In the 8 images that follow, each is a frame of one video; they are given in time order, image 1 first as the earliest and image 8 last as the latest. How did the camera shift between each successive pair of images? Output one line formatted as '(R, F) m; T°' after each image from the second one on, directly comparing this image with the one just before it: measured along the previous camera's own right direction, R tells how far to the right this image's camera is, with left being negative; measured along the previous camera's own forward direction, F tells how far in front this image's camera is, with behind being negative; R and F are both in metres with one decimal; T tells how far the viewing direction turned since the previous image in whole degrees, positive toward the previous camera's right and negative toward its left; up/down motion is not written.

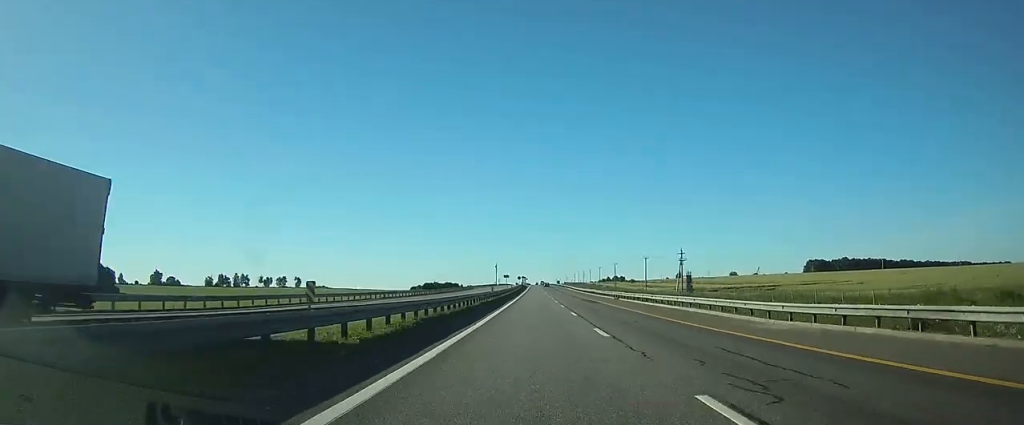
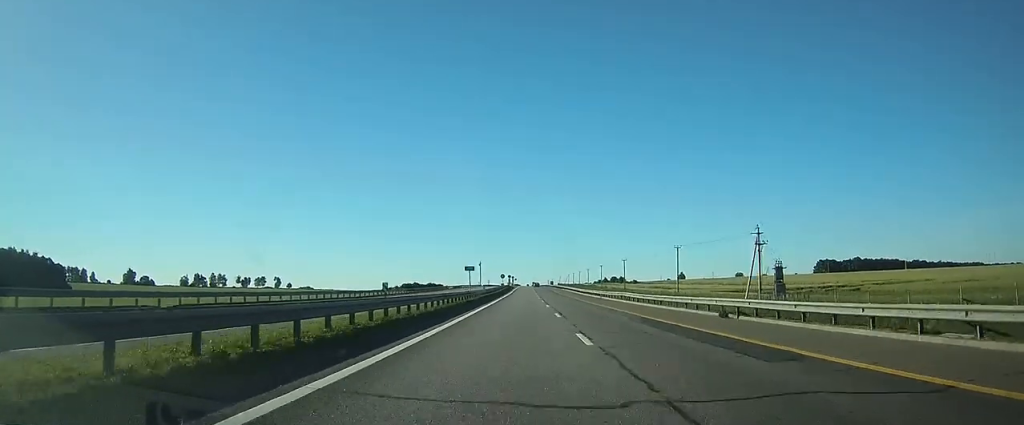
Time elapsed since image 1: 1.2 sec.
(+0.3, +39.0) m; +1°
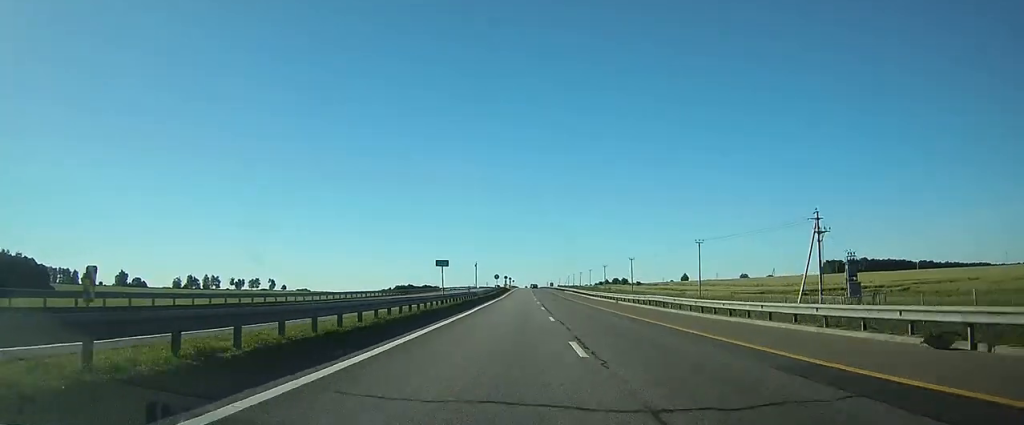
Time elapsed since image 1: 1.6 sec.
(0.0, +14.1) m; 0°
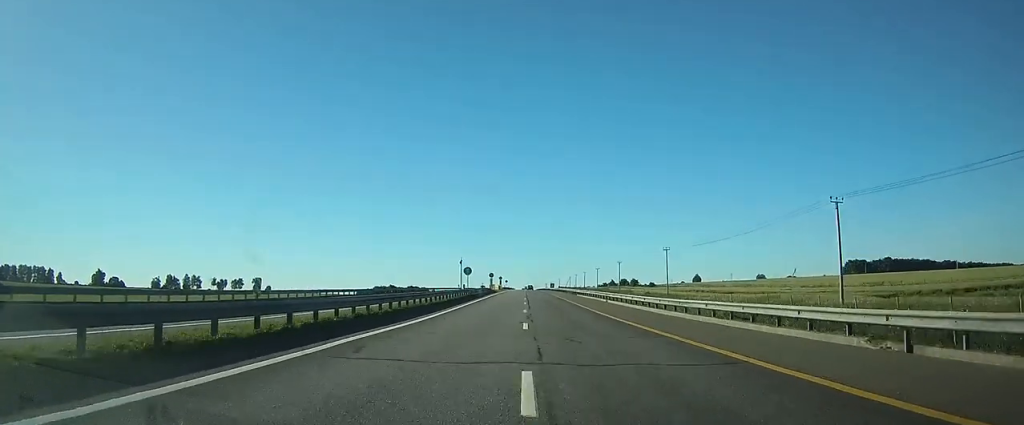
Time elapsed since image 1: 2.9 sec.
(+0.2, +41.2) m; 0°
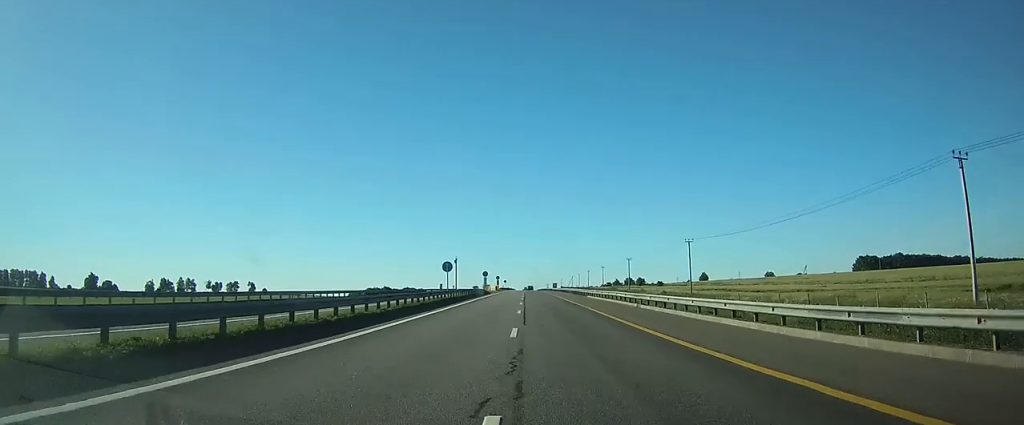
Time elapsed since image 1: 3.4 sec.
(0.0, +15.2) m; 0°
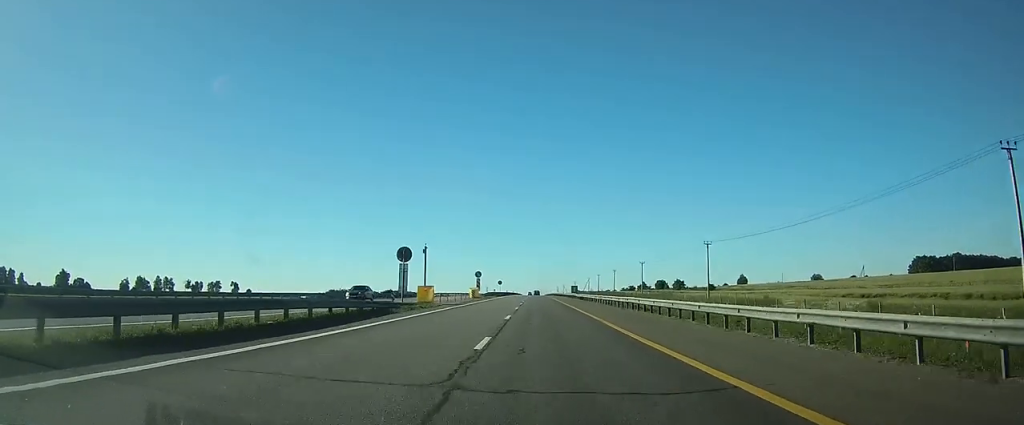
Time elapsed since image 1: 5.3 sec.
(-0.1, +63.5) m; 0°
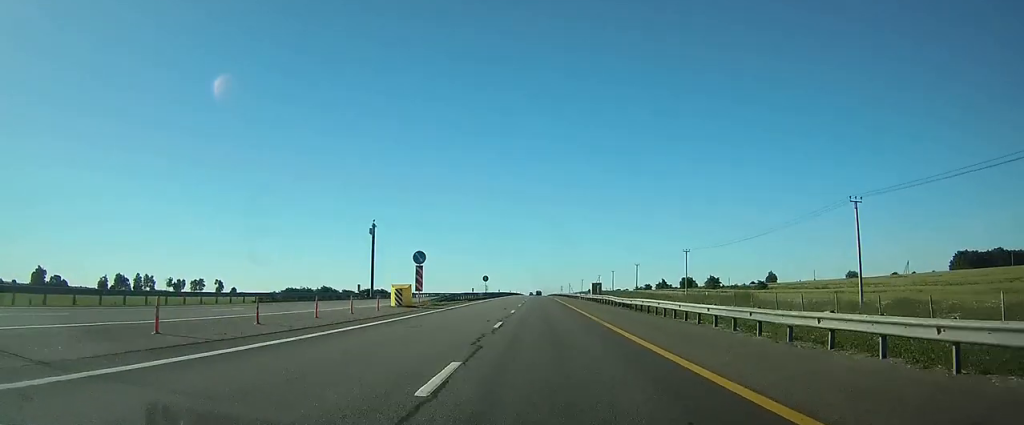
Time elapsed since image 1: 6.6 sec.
(-0.2, +41.3) m; -1°
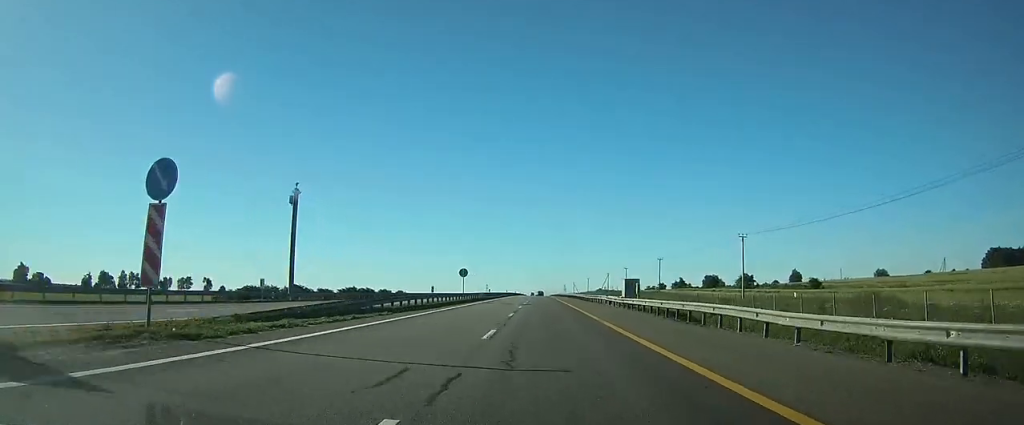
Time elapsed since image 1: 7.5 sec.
(-0.1, +28.3) m; 0°
